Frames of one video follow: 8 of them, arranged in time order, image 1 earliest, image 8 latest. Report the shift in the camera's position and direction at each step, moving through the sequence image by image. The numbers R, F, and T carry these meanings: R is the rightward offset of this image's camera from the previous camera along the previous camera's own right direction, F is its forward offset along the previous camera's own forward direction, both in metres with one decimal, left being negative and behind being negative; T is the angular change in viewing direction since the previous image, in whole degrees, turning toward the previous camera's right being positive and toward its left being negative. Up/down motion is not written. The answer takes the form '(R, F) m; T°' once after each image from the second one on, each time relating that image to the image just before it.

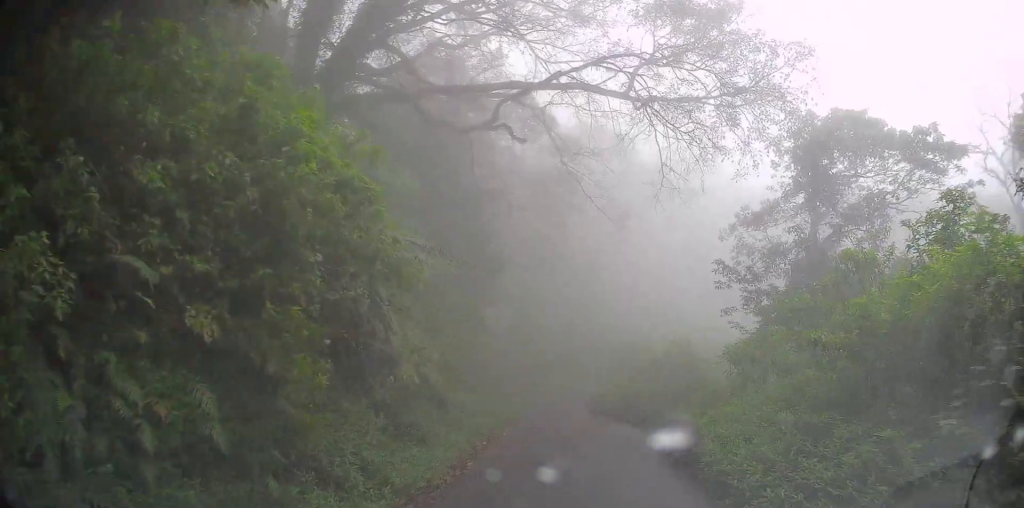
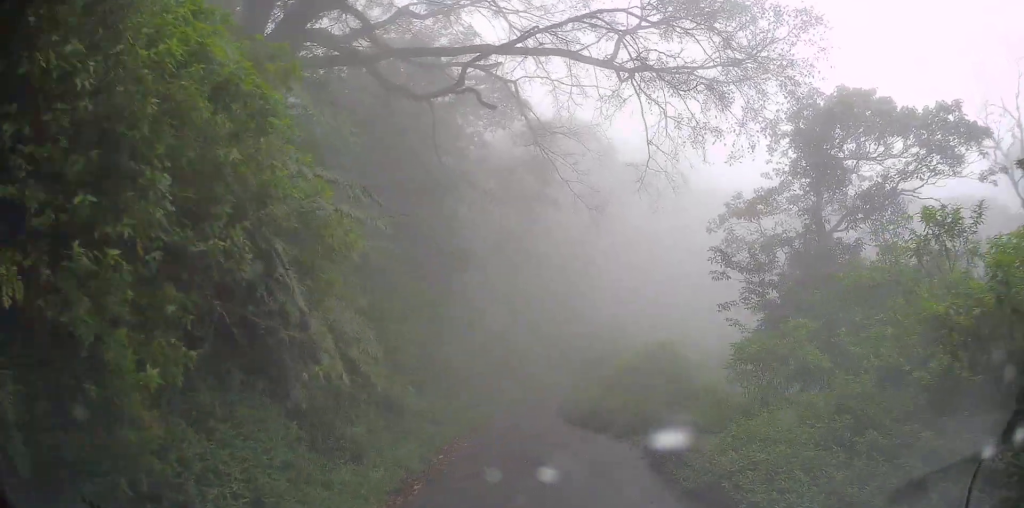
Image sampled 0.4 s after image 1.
(+0.1, +2.1) m; +3°
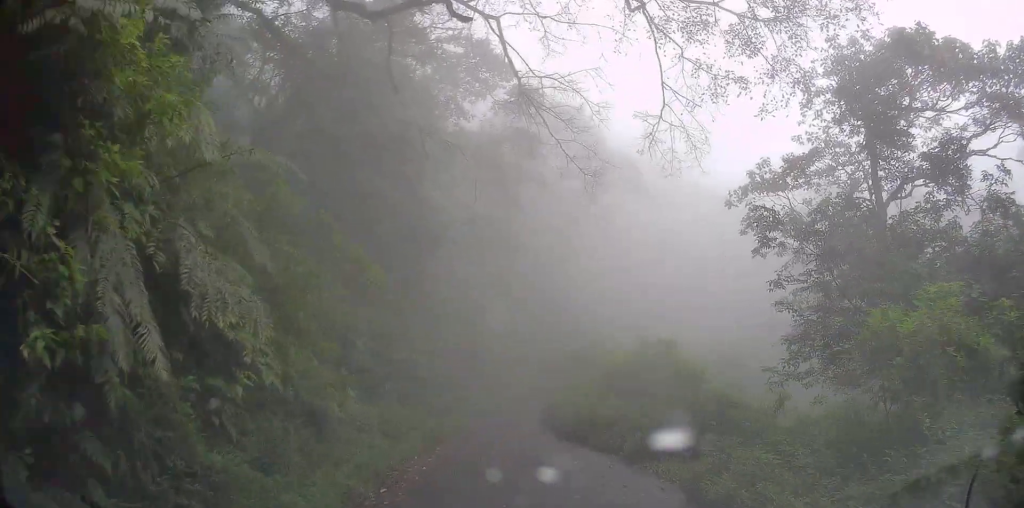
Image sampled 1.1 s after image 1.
(+0.1, +3.7) m; +2°
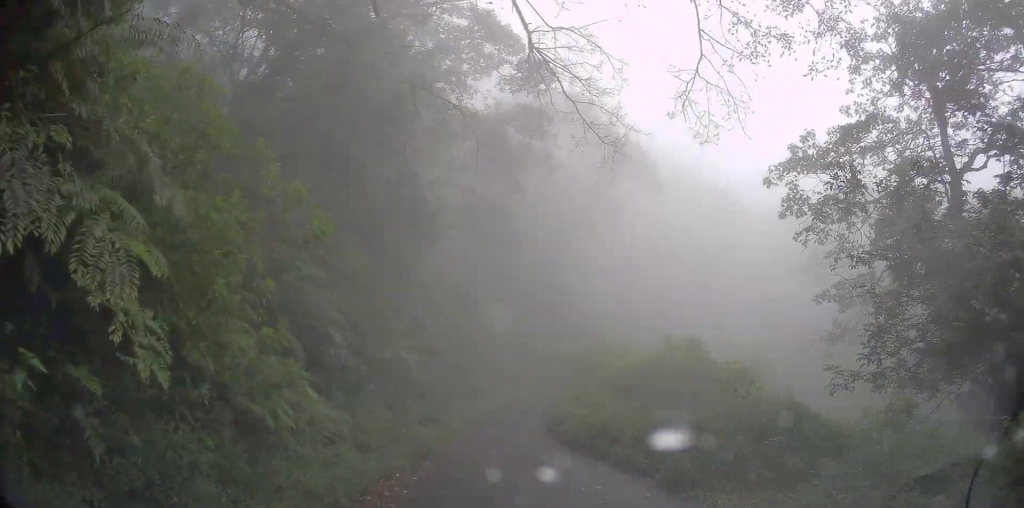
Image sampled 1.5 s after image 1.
(0.0, +2.4) m; +1°
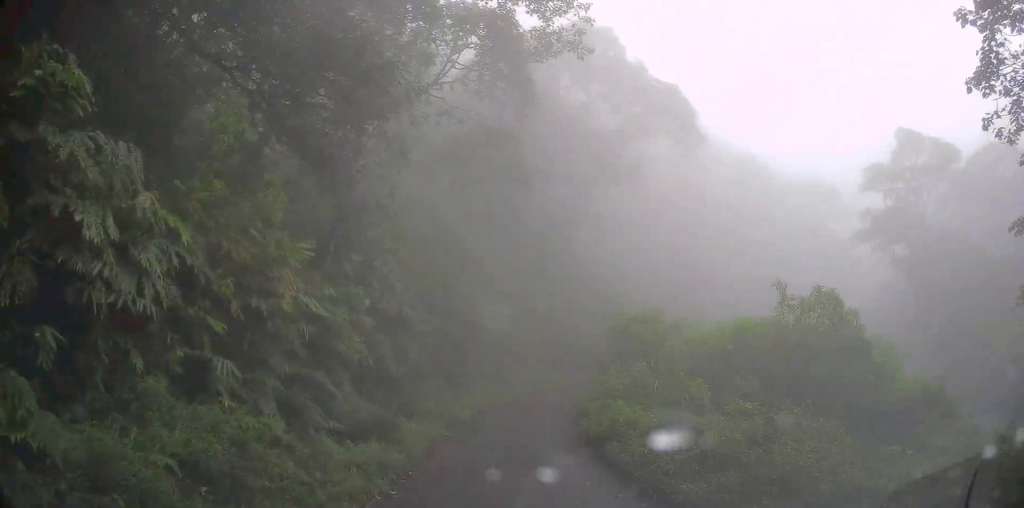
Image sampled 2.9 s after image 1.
(0.0, +8.9) m; +1°
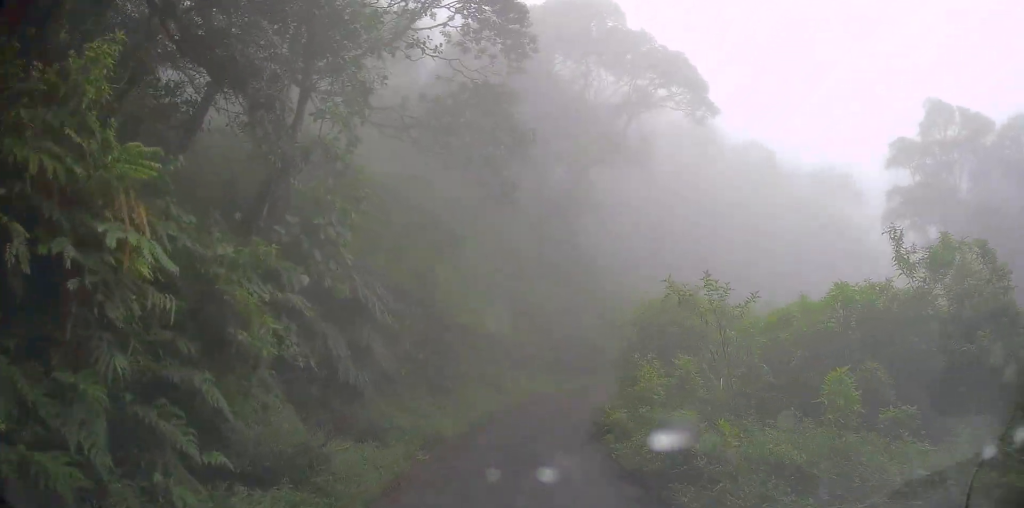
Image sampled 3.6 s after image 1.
(0.0, +4.1) m; +1°
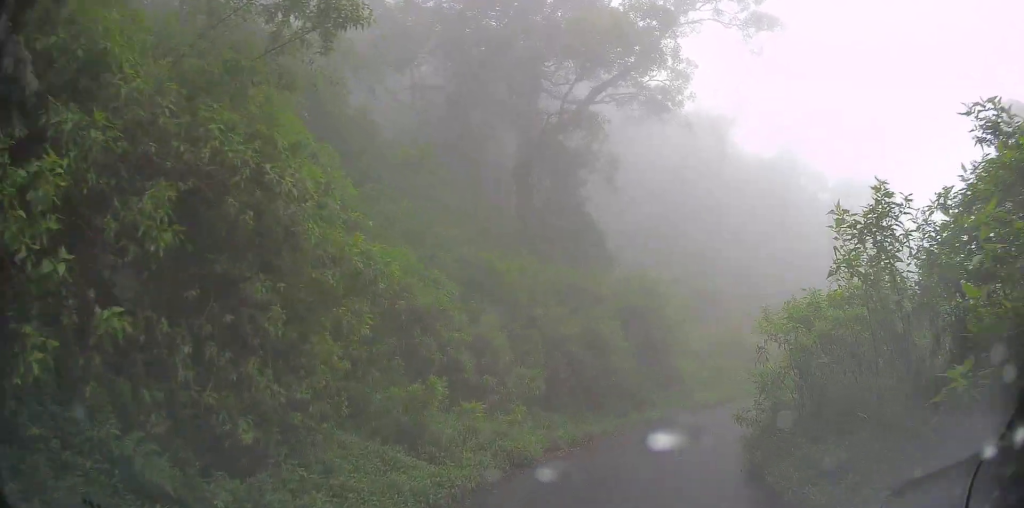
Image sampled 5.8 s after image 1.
(+0.8, +11.2) m; +10°
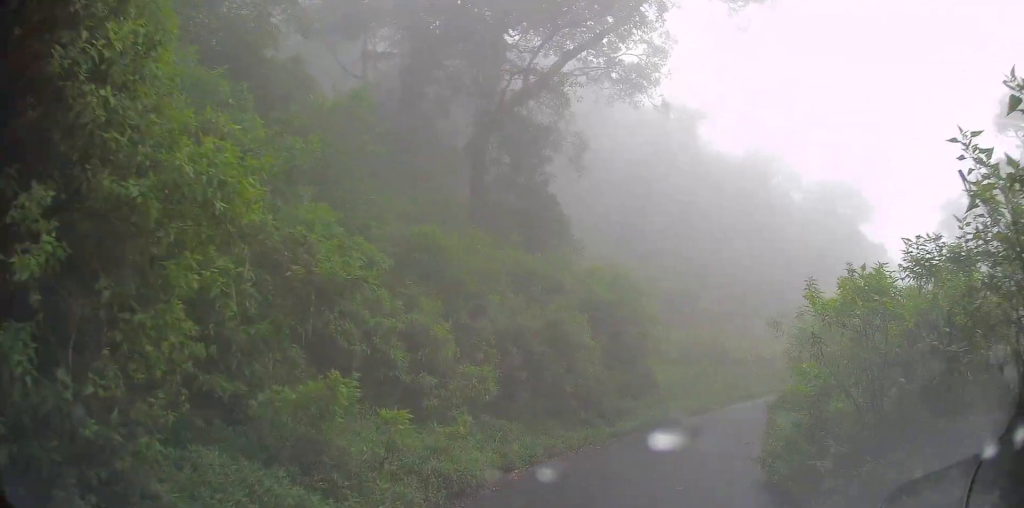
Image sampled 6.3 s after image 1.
(+0.1, +2.4) m; +3°
